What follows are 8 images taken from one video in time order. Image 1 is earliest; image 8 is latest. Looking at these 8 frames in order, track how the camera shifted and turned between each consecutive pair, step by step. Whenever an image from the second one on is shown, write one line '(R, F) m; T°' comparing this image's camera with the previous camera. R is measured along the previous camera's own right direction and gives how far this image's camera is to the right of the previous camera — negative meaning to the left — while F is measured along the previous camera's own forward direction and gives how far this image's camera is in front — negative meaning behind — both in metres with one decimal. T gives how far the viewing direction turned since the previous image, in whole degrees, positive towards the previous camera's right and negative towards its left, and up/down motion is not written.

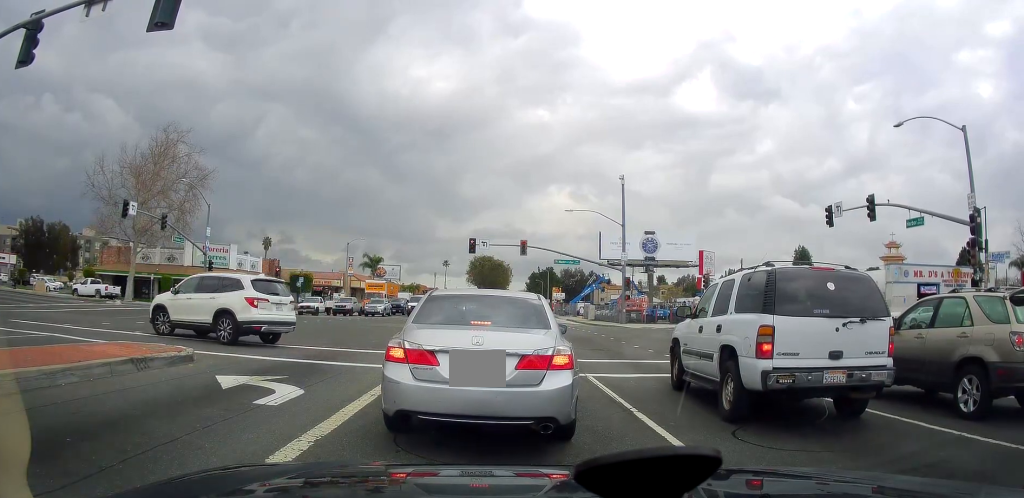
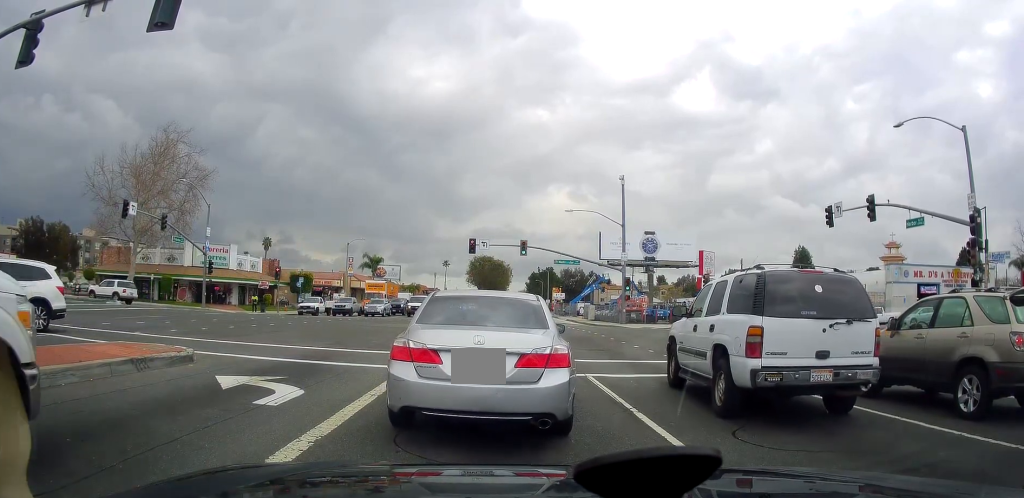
(0.0, +0.2) m; 0°
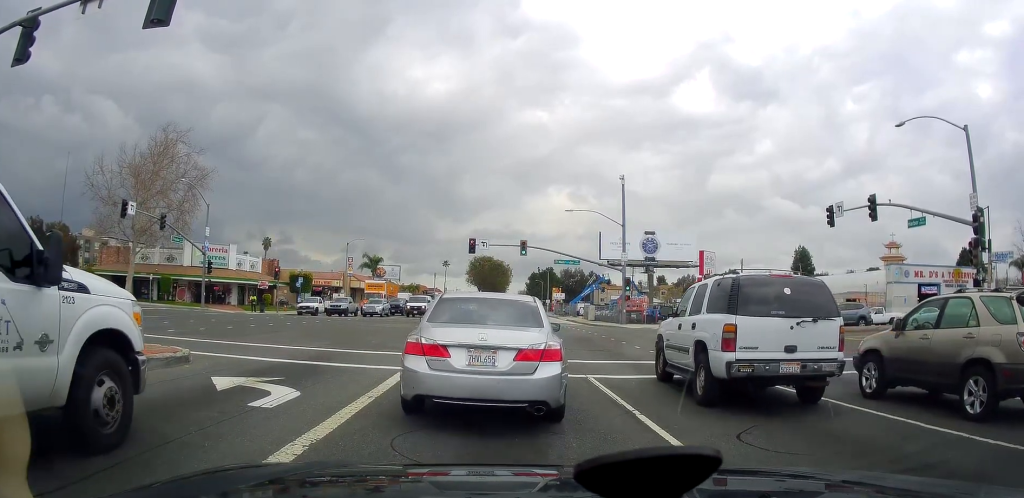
(0.0, 0.0) m; 0°
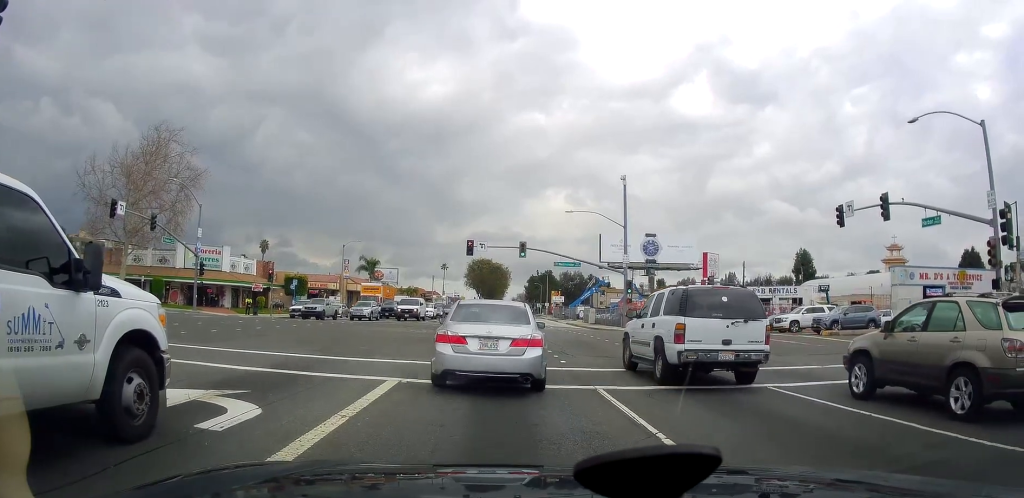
(0.0, +0.3) m; 0°
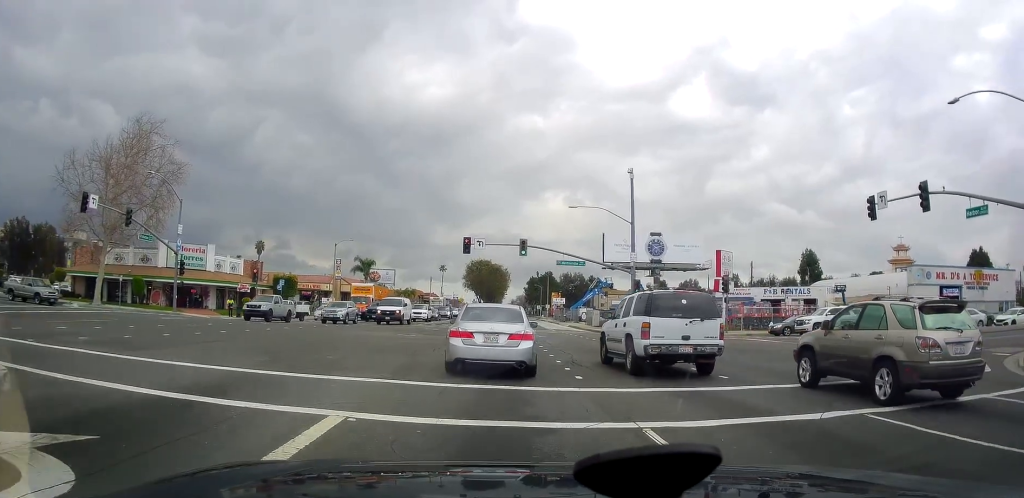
(0.0, +0.9) m; 0°
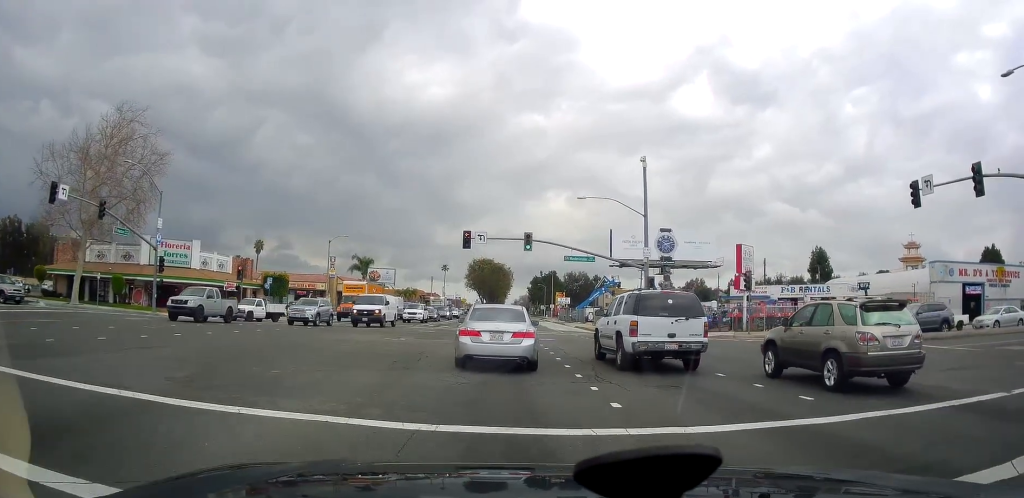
(0.0, +1.8) m; 0°
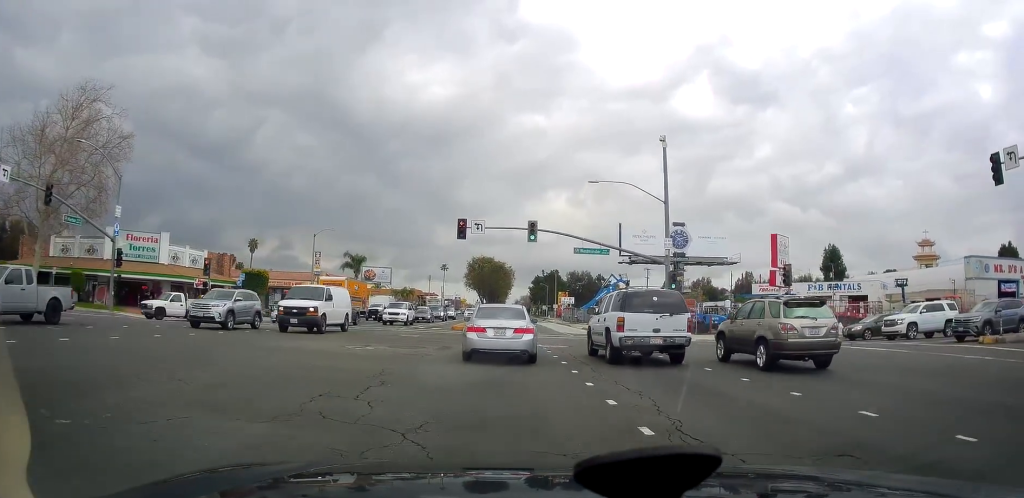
(0.0, +3.8) m; 0°
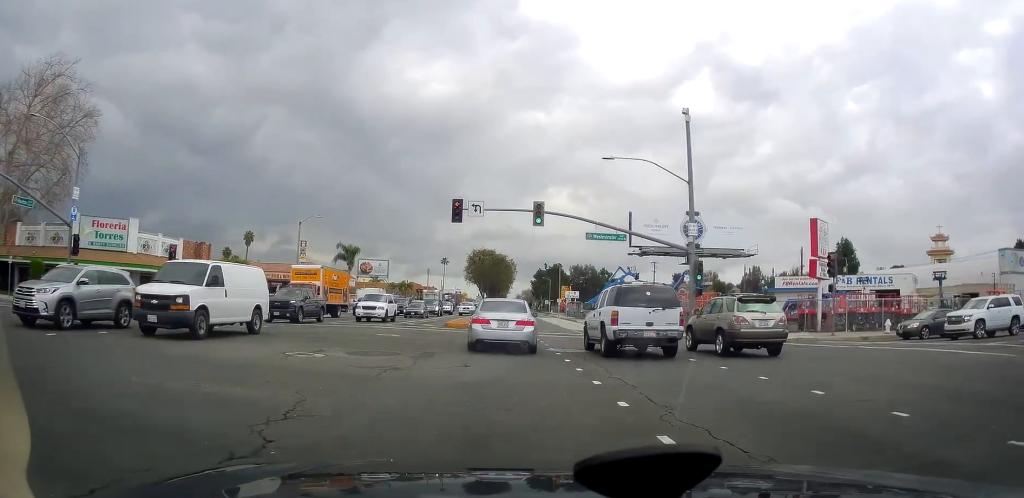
(0.0, +3.8) m; 0°
